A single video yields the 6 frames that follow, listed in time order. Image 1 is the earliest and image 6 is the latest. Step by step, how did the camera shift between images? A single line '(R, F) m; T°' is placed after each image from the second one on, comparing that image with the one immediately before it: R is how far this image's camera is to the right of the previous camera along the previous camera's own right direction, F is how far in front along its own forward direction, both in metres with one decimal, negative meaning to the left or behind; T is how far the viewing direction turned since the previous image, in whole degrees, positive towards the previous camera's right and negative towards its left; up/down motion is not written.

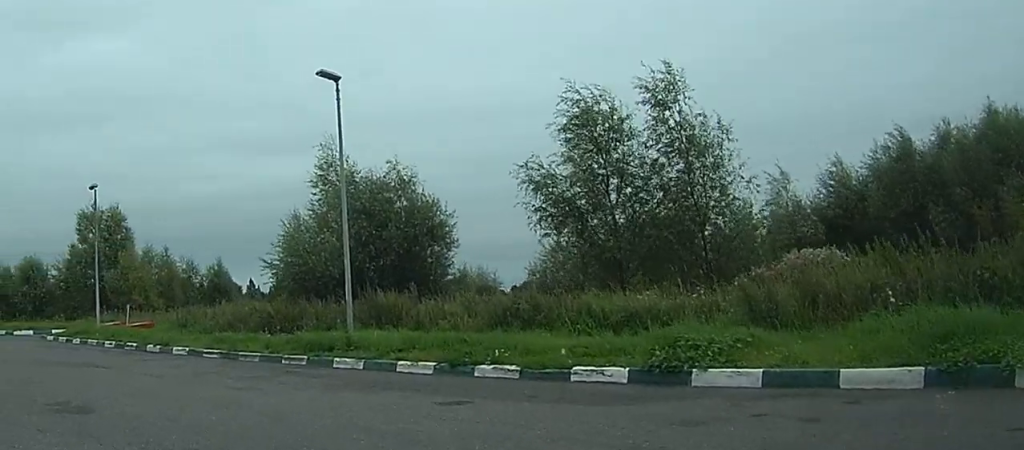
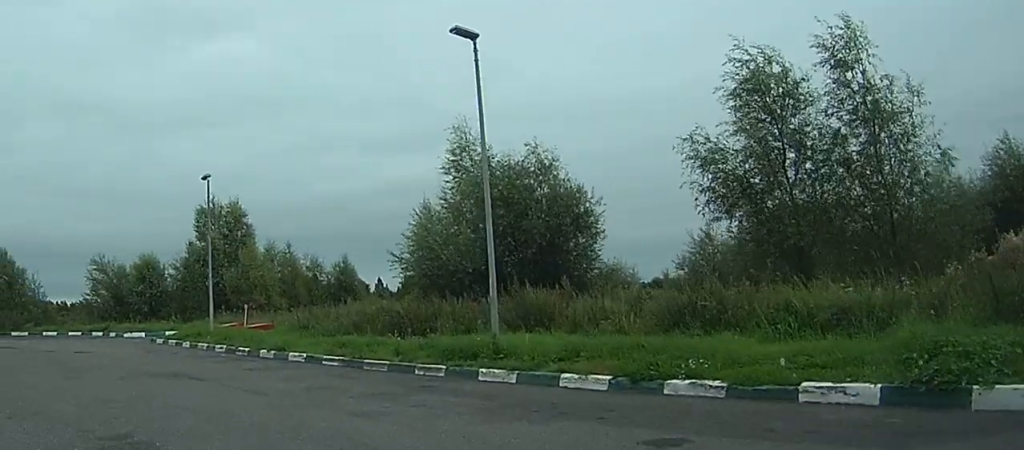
(0.0, +3.0) m; -7°
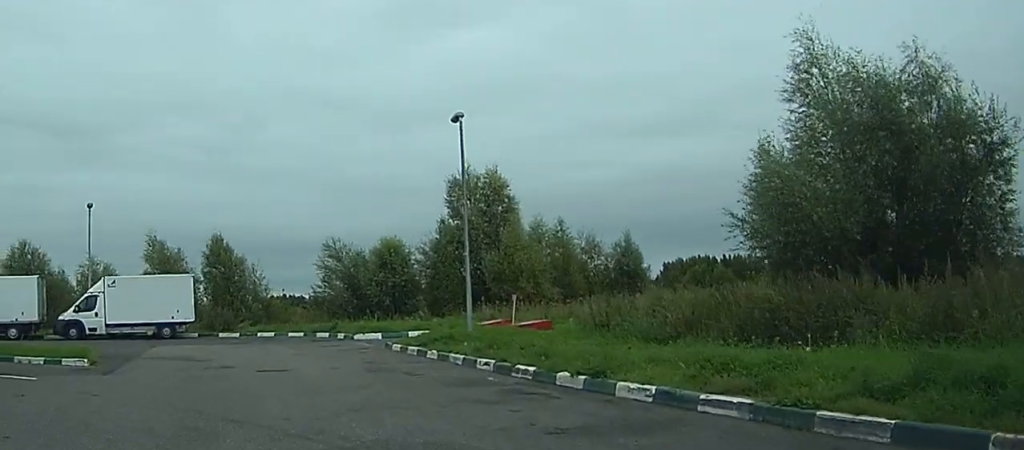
(-2.0, +9.5) m; -23°
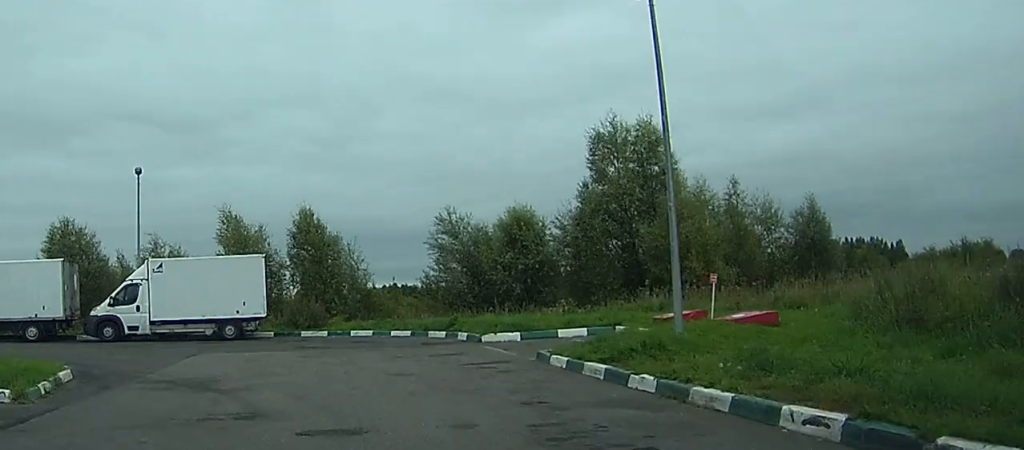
(-1.2, +9.1) m; -18°
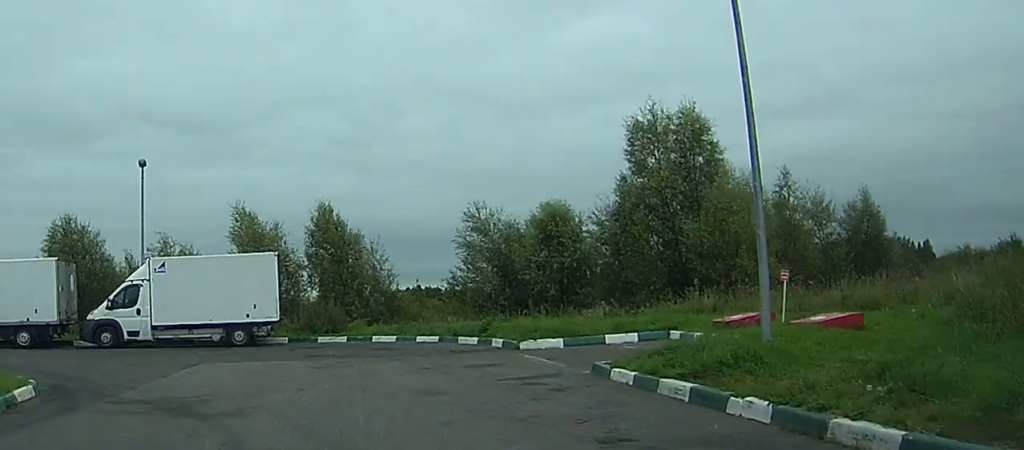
(-0.4, +2.4) m; -2°
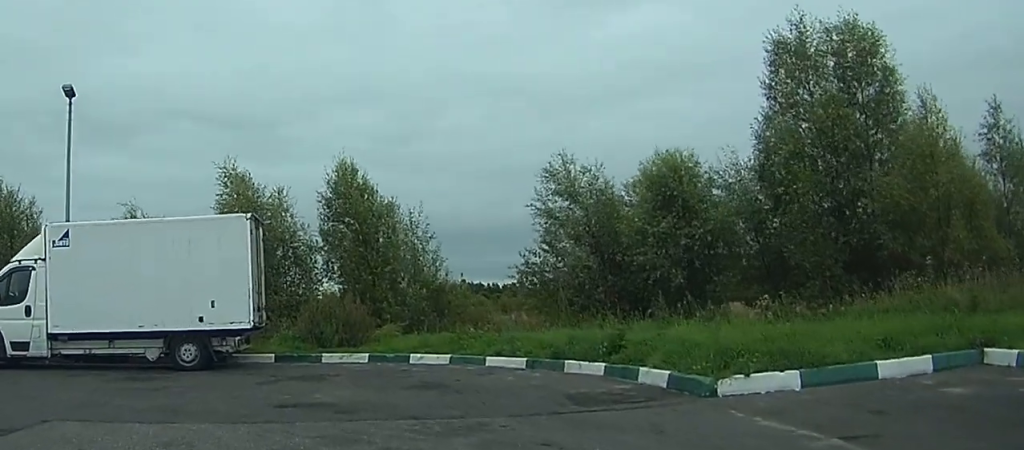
(+0.4, +9.7) m; +8°
